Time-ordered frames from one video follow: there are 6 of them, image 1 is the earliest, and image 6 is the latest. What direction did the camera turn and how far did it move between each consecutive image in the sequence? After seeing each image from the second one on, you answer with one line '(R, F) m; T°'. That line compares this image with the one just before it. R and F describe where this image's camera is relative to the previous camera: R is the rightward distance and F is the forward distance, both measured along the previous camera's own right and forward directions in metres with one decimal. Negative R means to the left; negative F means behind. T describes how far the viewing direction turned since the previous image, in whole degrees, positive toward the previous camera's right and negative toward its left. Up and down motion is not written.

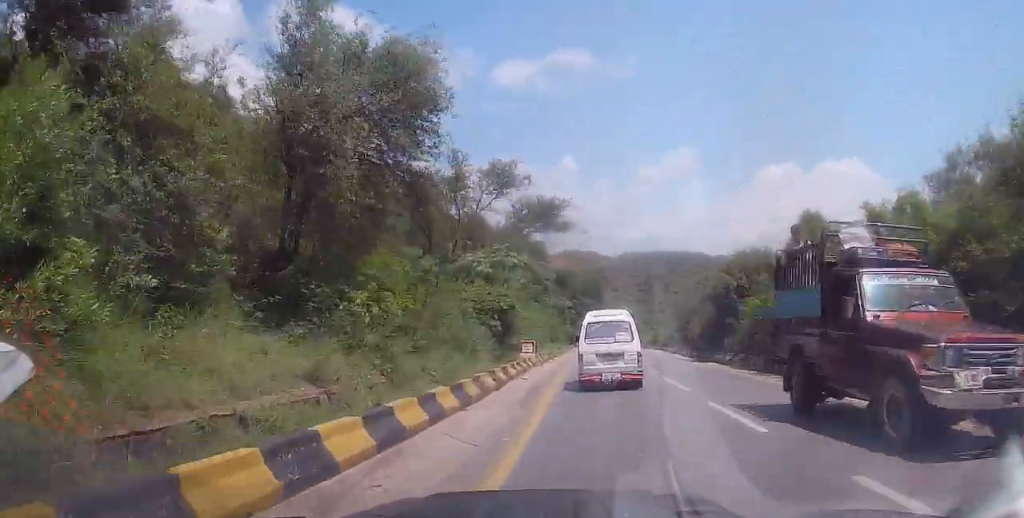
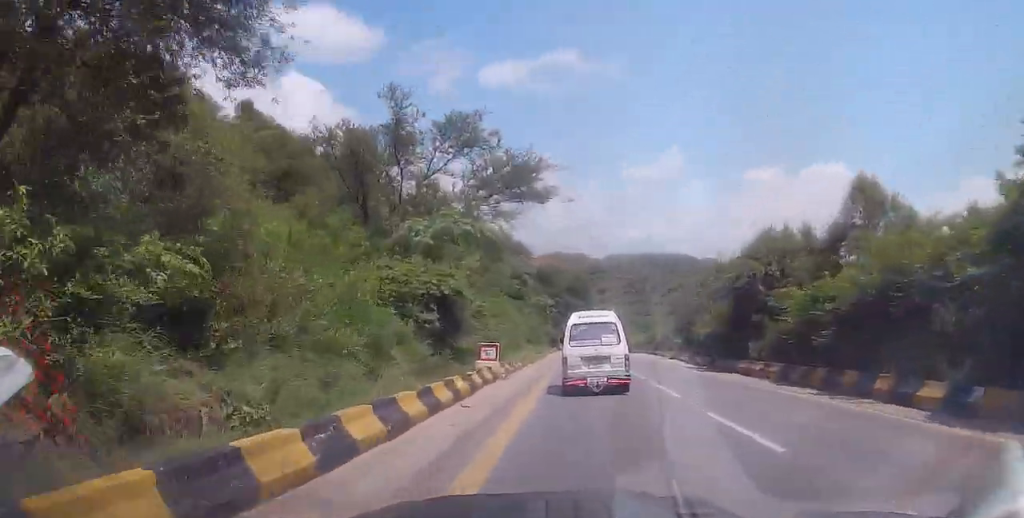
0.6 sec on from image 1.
(-0.1, +7.5) m; 0°
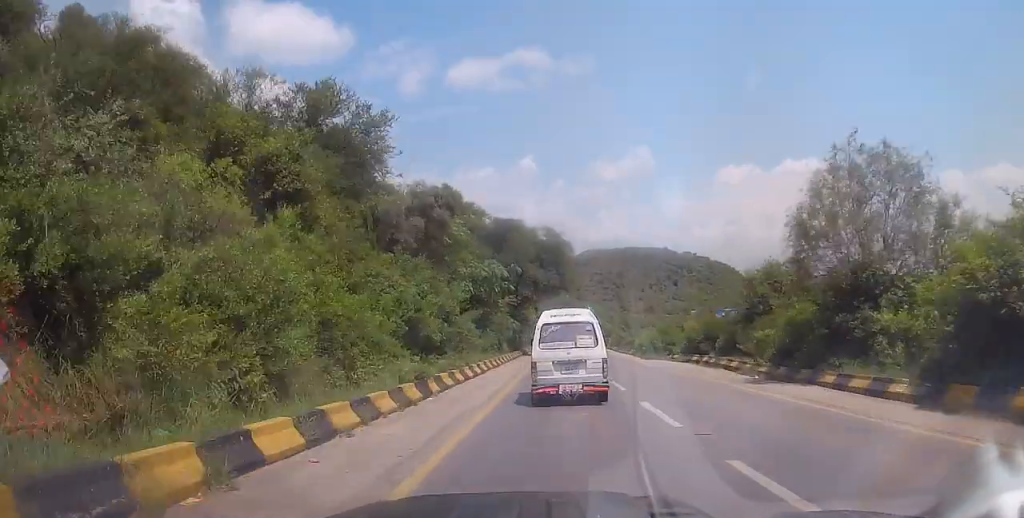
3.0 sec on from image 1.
(+0.3, +28.7) m; -1°
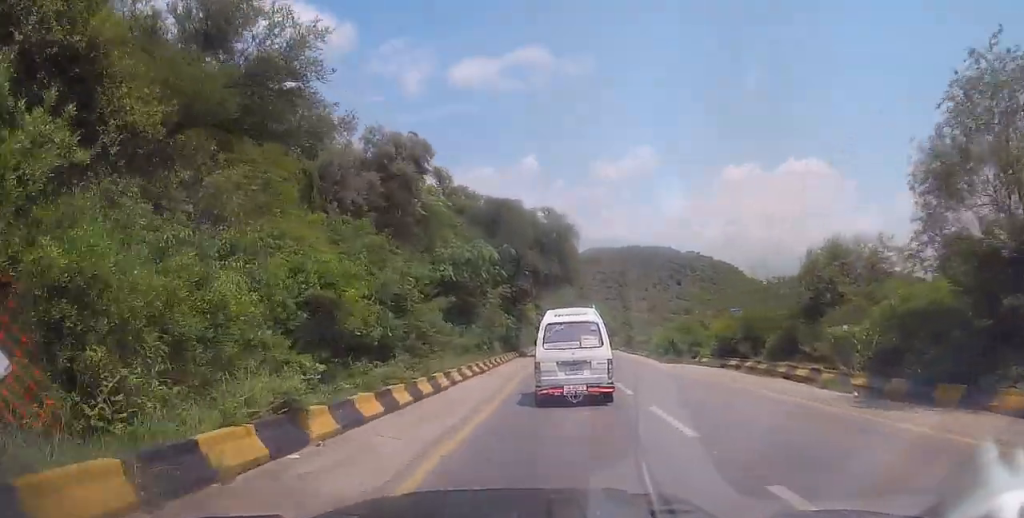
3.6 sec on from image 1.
(-0.1, +7.1) m; -1°
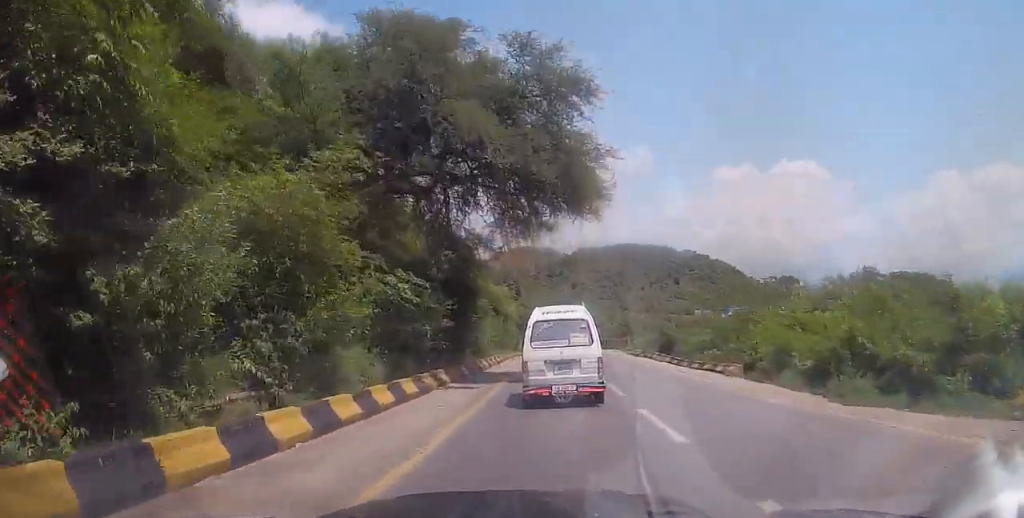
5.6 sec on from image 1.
(0.0, +24.1) m; +2°
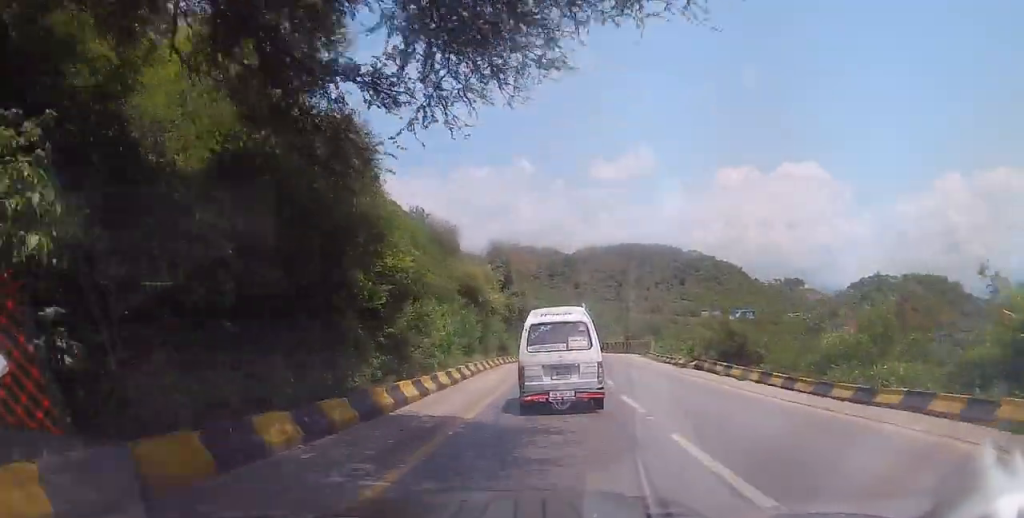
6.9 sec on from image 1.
(0.0, +14.4) m; 0°
